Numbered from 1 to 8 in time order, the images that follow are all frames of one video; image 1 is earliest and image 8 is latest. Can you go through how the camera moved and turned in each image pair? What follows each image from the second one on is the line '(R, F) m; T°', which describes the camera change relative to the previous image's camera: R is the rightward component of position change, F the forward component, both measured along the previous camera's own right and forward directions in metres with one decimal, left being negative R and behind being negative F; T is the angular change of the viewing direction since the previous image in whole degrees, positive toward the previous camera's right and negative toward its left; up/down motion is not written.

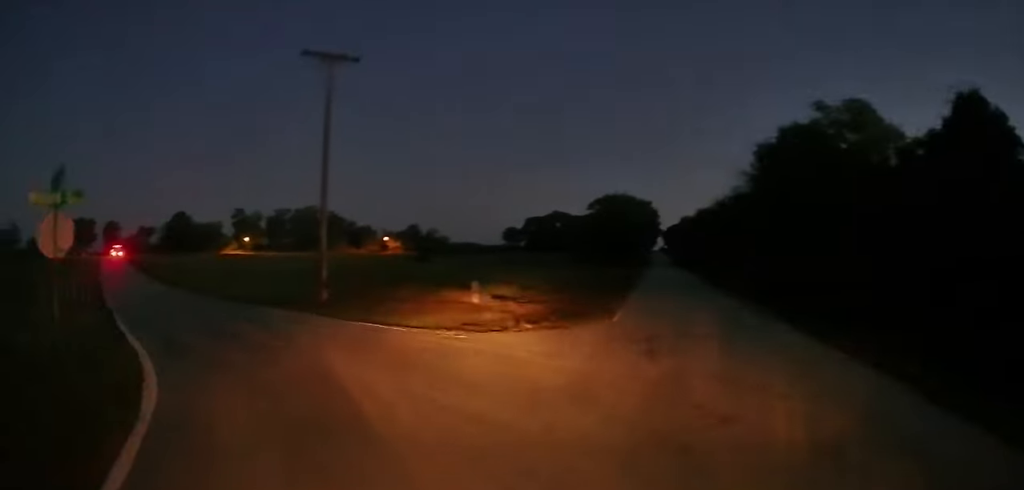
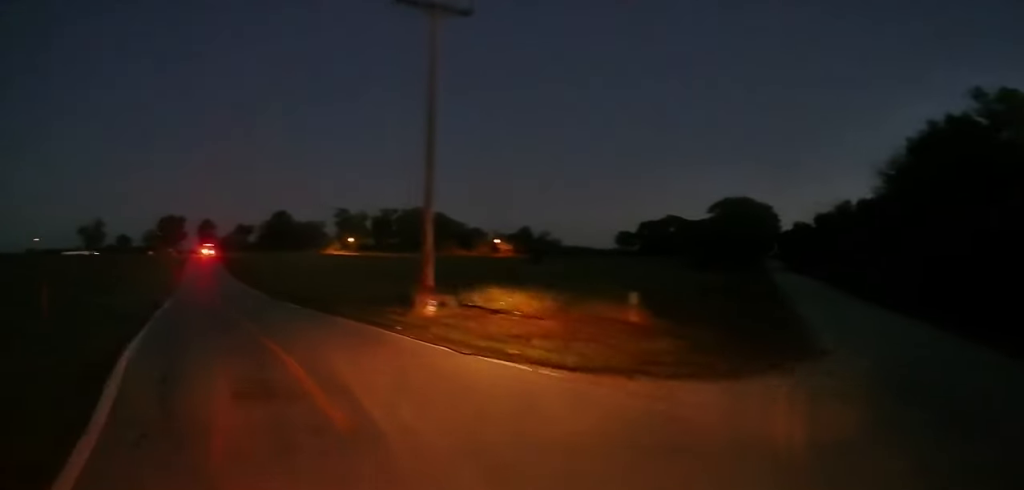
(+0.1, +6.4) m; -11°
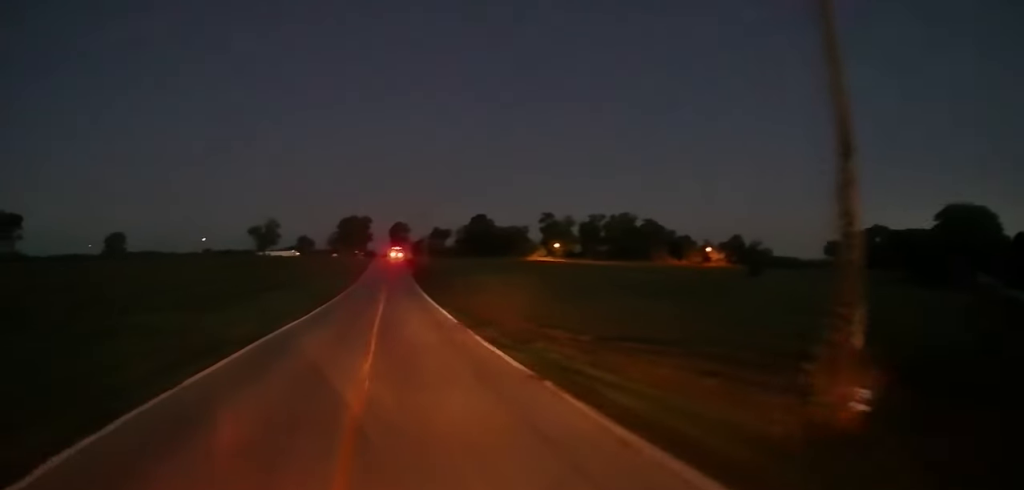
(-2.8, +11.4) m; -18°
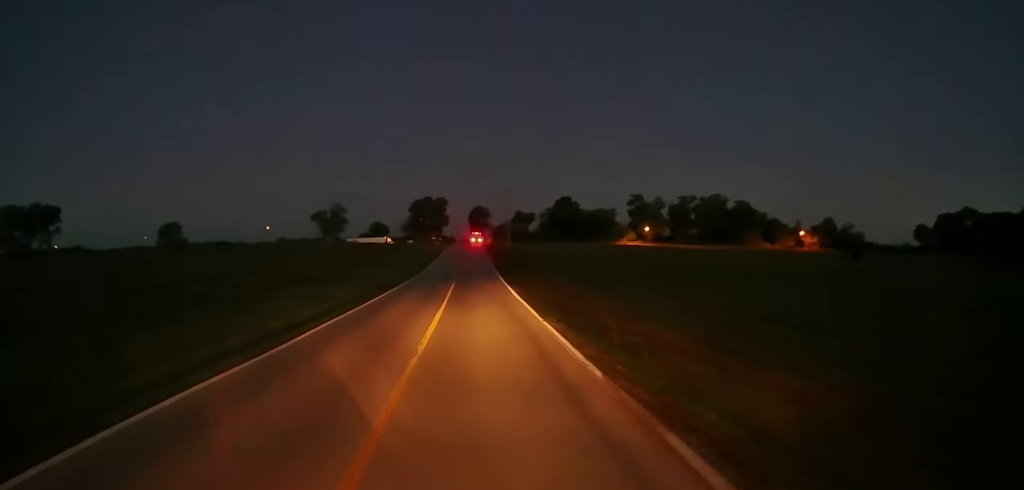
(-1.7, +12.4) m; -17°
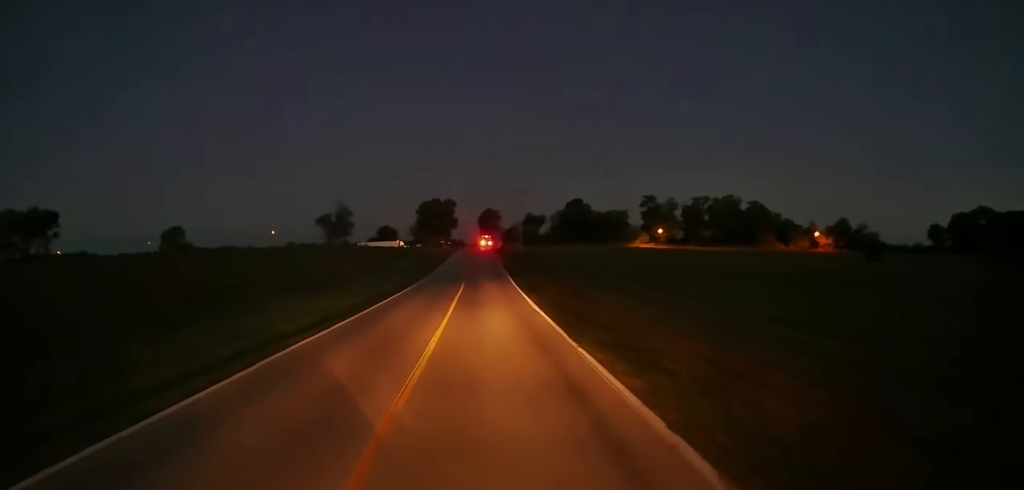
(-0.3, +4.3) m; -5°
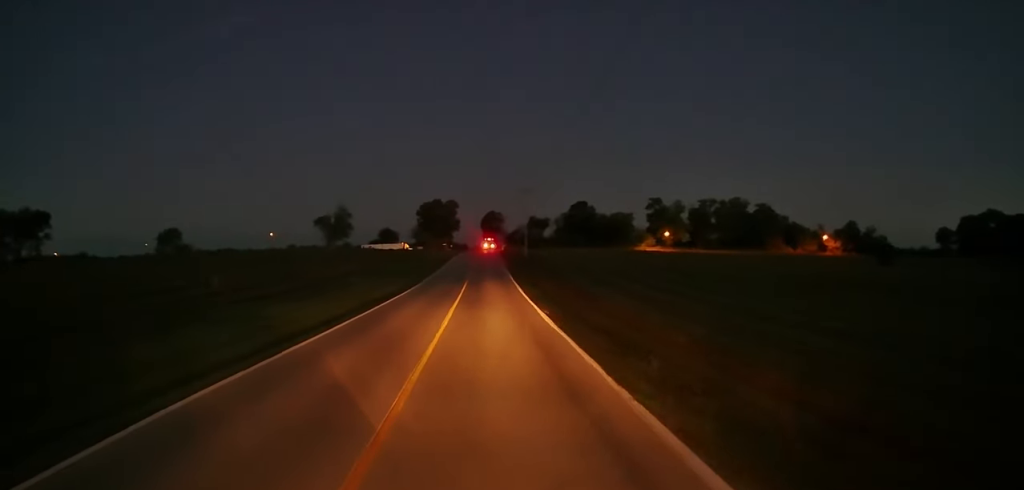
(-0.1, +4.7) m; -1°
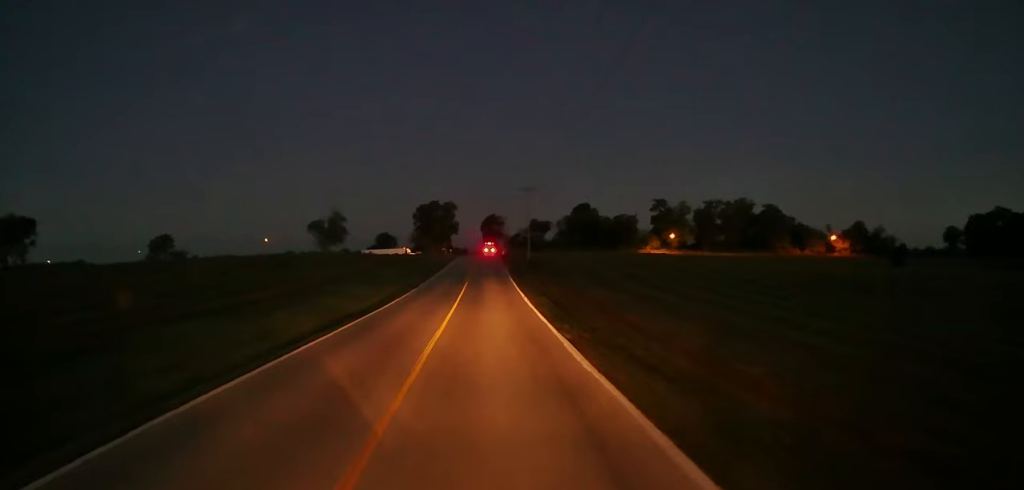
(-0.1, +6.1) m; -1°
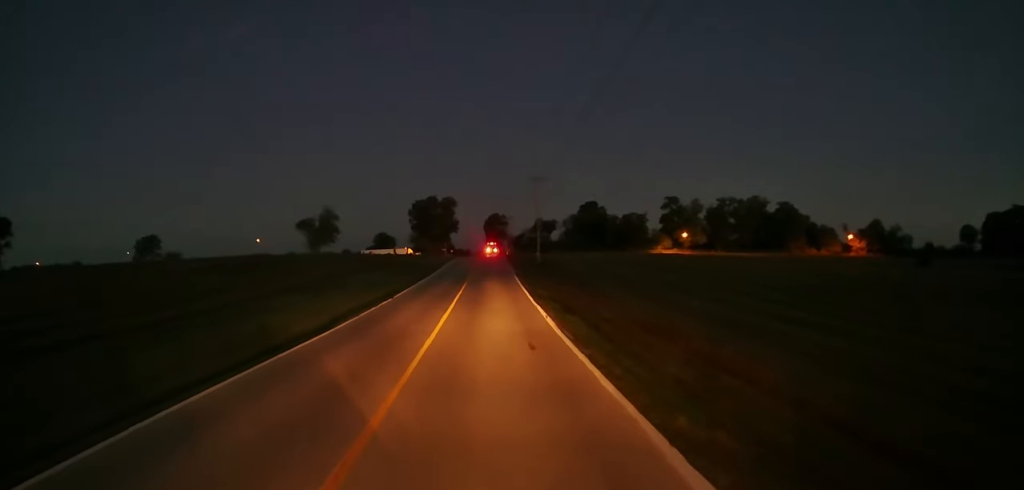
(0.0, +11.0) m; 0°
